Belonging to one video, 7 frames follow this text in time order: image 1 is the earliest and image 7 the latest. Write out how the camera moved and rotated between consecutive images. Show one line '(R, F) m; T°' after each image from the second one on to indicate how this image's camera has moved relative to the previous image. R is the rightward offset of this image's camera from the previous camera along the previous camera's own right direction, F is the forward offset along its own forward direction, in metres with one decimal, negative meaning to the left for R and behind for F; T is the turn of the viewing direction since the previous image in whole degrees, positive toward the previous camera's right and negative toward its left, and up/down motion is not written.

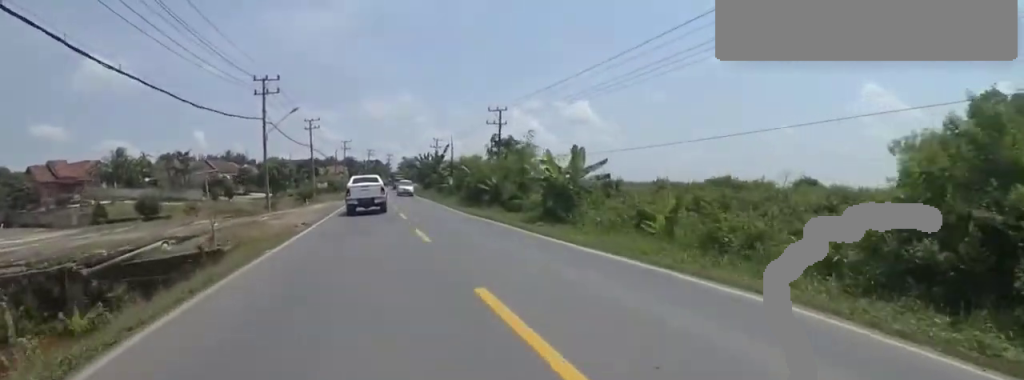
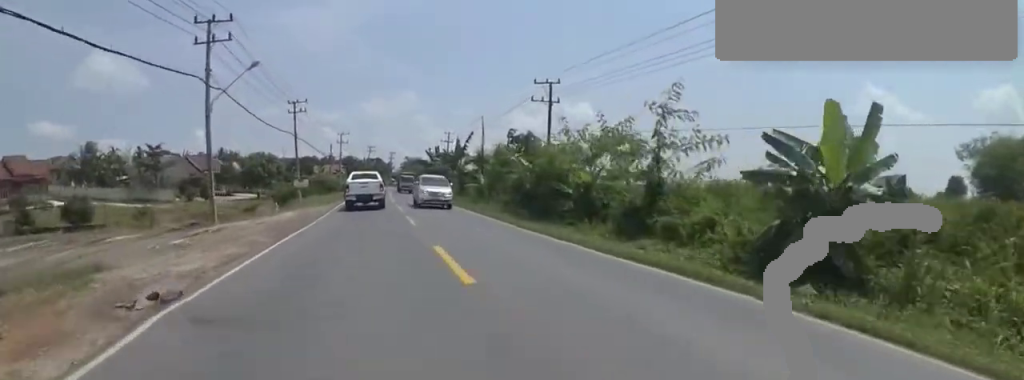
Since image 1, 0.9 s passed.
(+0.1, +13.6) m; 0°
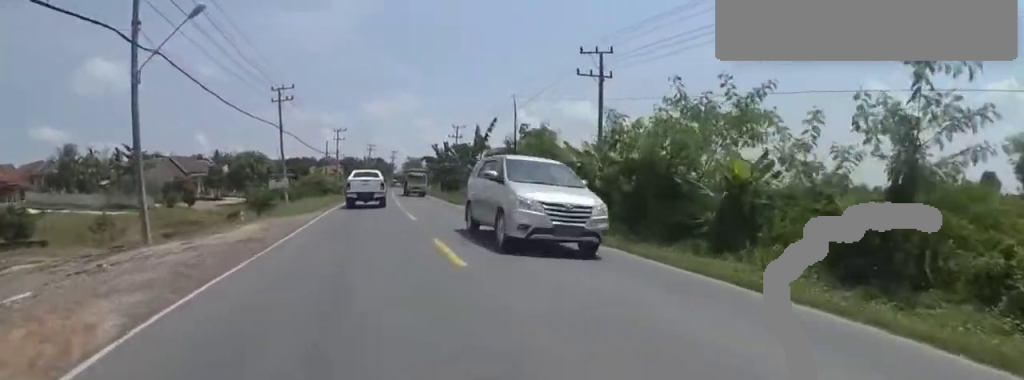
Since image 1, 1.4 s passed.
(+0.3, +8.3) m; 0°
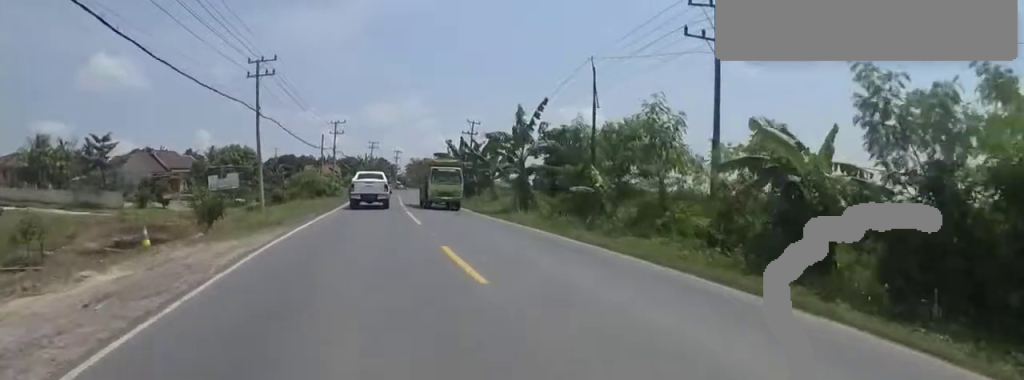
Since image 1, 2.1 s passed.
(-0.3, +9.9) m; -1°
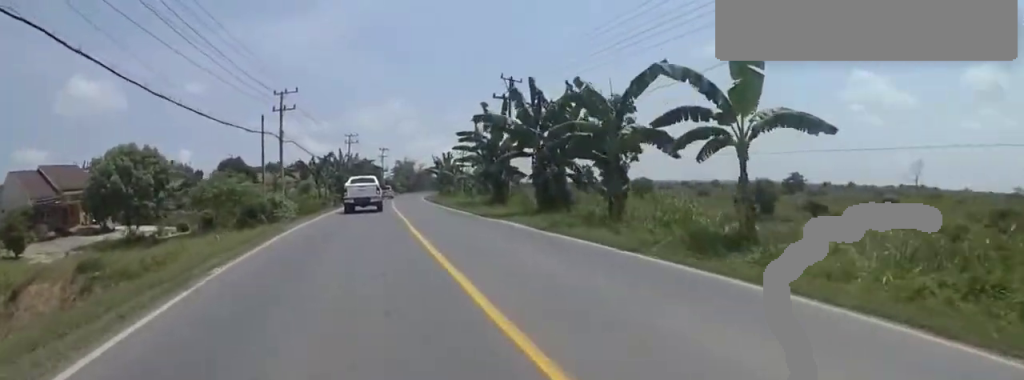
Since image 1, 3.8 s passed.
(-1.4, +29.7) m; -7°
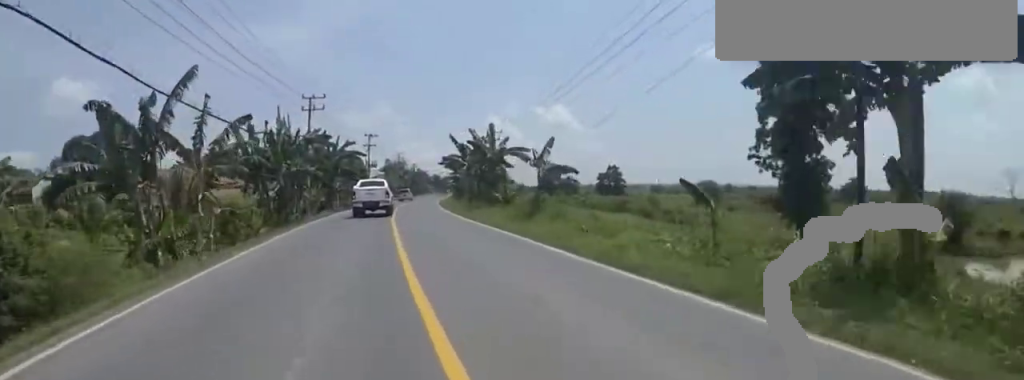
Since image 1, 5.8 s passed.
(-0.2, +37.6) m; +10°
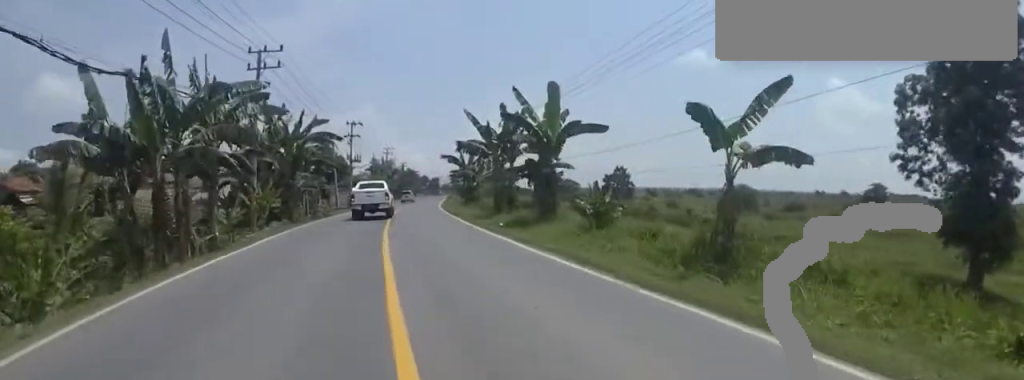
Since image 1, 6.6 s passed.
(+1.9, +14.5) m; +9°
